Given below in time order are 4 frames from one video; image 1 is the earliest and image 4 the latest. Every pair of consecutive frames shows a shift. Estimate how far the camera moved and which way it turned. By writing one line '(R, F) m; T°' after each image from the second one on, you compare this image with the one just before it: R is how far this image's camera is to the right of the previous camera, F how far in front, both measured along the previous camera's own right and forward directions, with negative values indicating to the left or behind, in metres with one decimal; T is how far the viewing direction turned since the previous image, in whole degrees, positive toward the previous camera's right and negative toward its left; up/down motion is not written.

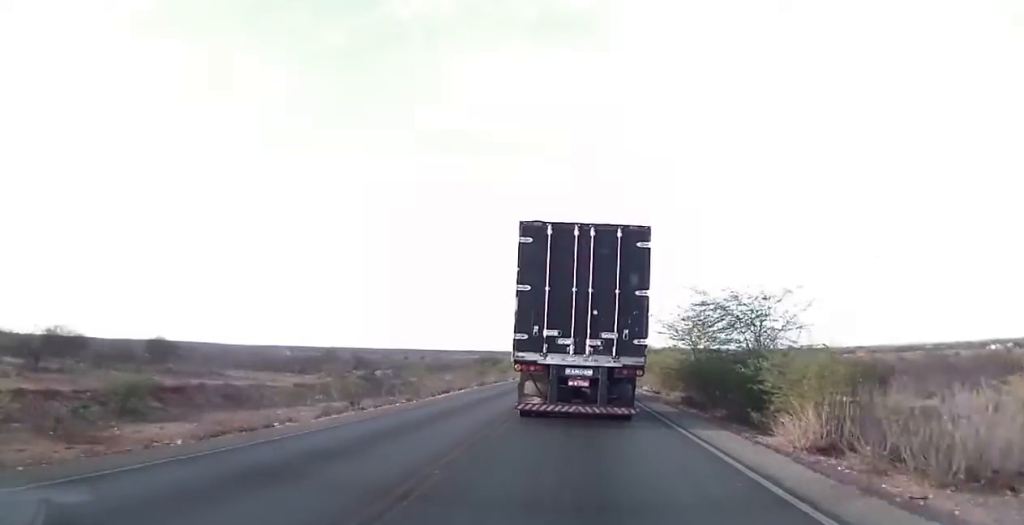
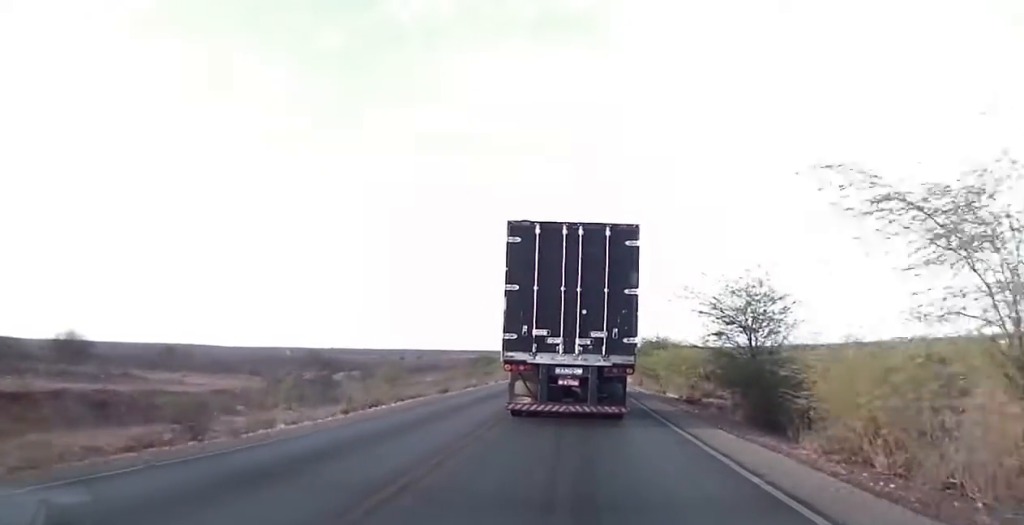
(-0.1, +13.4) m; 0°
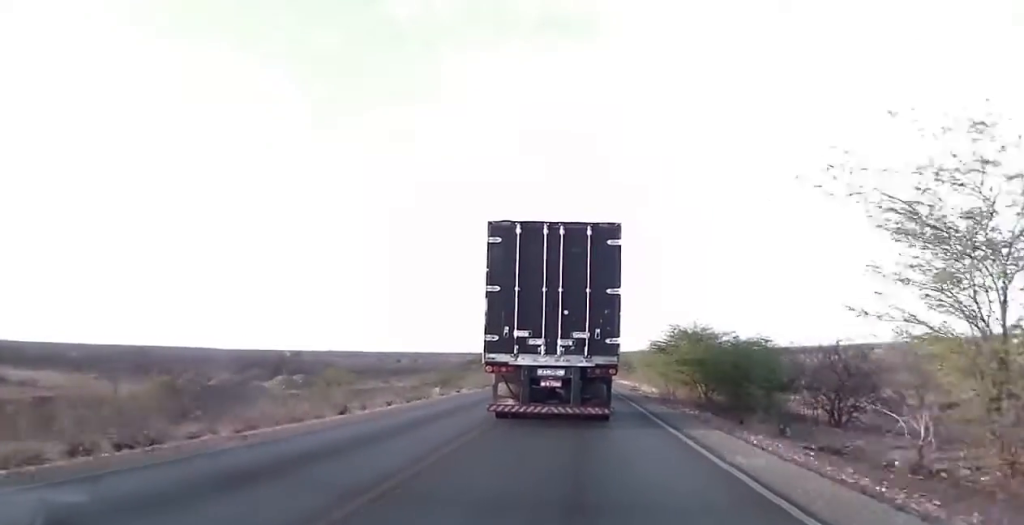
(0.0, +16.3) m; 0°
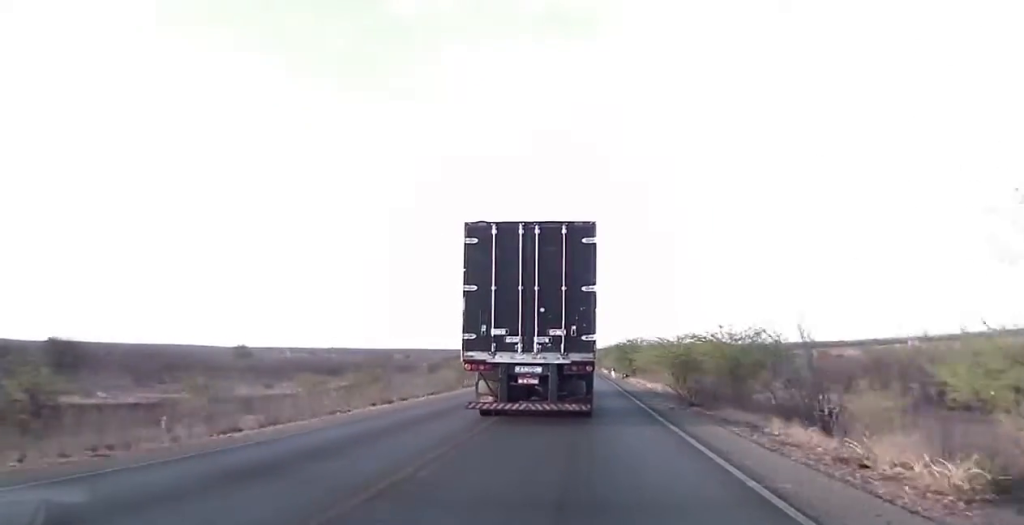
(+0.3, +44.4) m; 0°
